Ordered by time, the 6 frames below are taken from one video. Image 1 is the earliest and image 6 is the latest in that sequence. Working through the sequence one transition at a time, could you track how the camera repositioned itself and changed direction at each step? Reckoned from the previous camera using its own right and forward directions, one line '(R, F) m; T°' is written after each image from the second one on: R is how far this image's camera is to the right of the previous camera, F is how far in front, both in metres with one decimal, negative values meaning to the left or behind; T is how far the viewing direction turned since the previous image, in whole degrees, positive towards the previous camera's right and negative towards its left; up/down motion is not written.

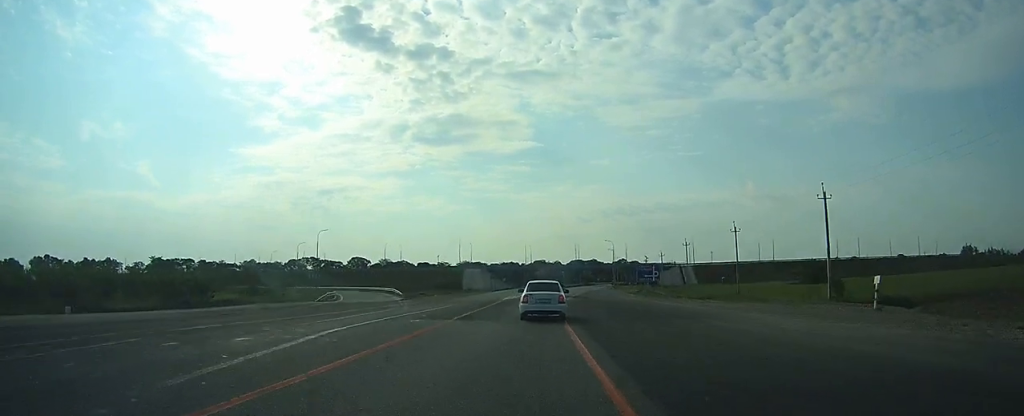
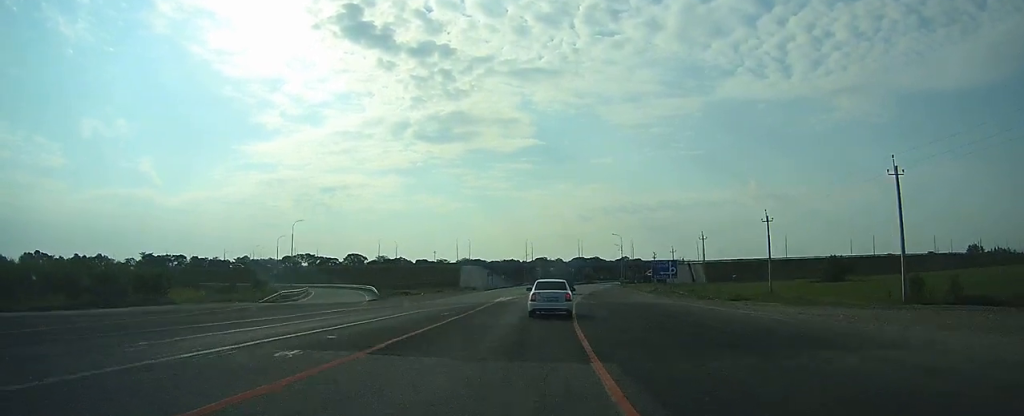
(0.0, +10.2) m; 0°
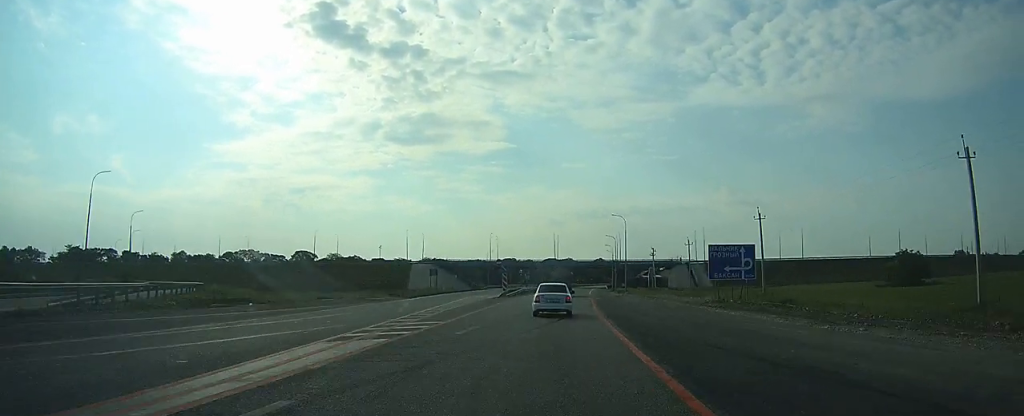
(+0.1, +35.6) m; +1°
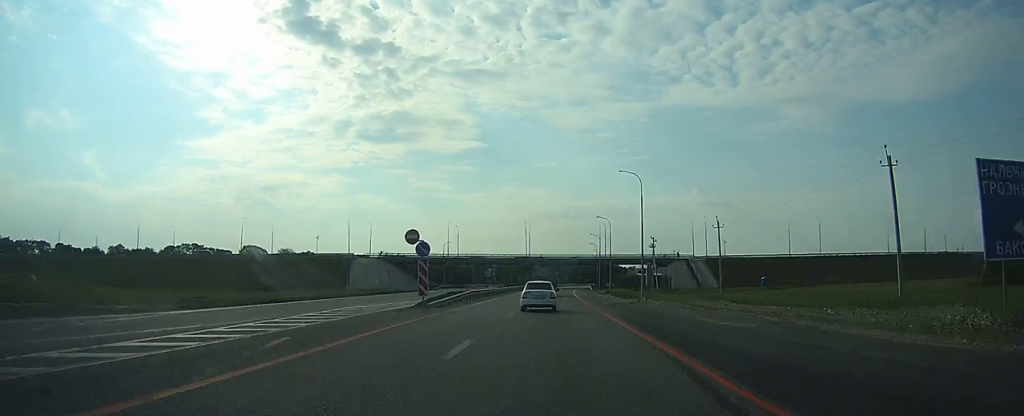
(+0.5, +28.1) m; +3°
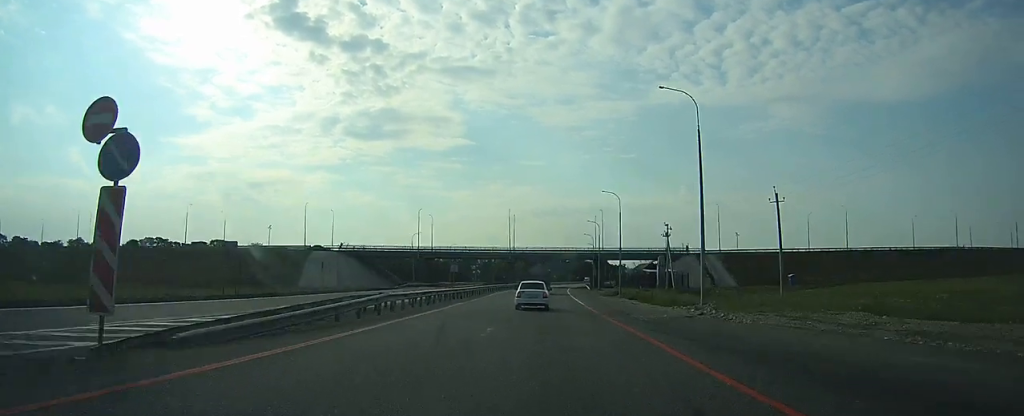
(+0.4, +19.4) m; +1°
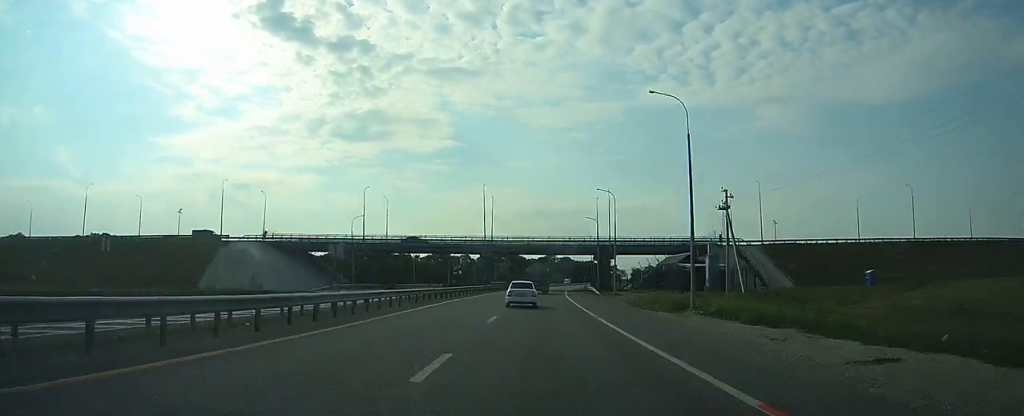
(+0.2, +28.7) m; +1°
